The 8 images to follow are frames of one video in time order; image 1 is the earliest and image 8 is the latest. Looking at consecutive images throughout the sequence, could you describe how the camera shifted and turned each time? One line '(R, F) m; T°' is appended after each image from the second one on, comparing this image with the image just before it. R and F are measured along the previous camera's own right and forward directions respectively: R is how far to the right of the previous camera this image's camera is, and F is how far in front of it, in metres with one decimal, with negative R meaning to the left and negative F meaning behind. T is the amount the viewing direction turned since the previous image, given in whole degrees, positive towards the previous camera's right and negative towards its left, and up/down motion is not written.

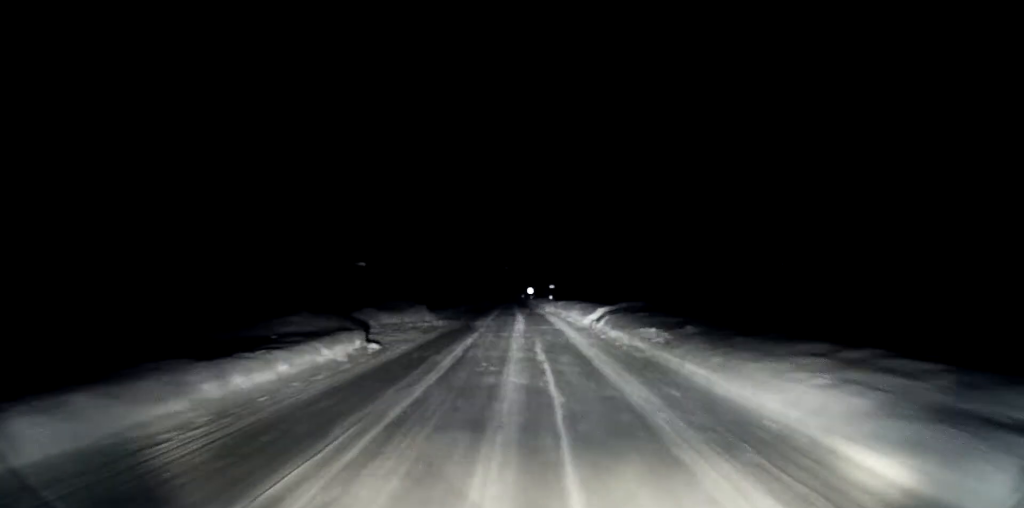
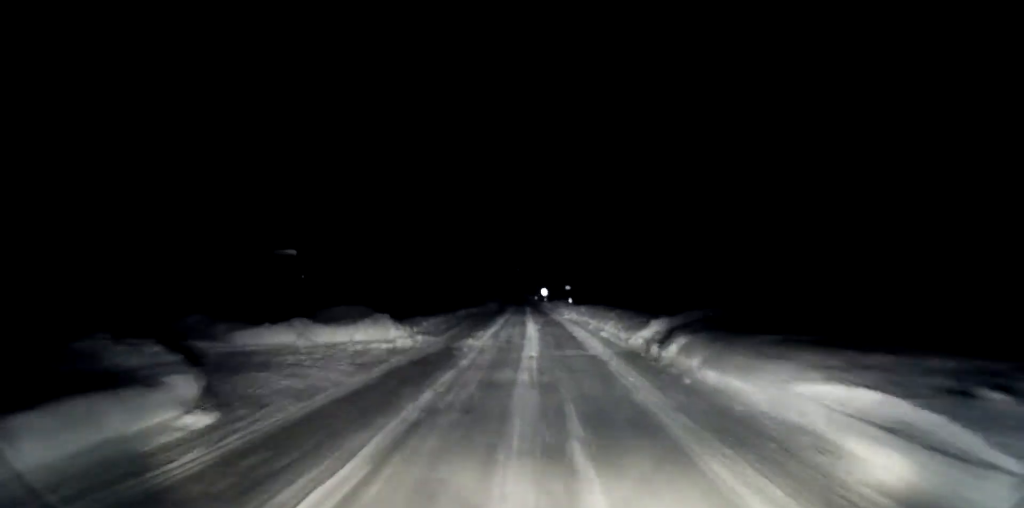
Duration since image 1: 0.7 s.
(-0.1, +9.1) m; -1°
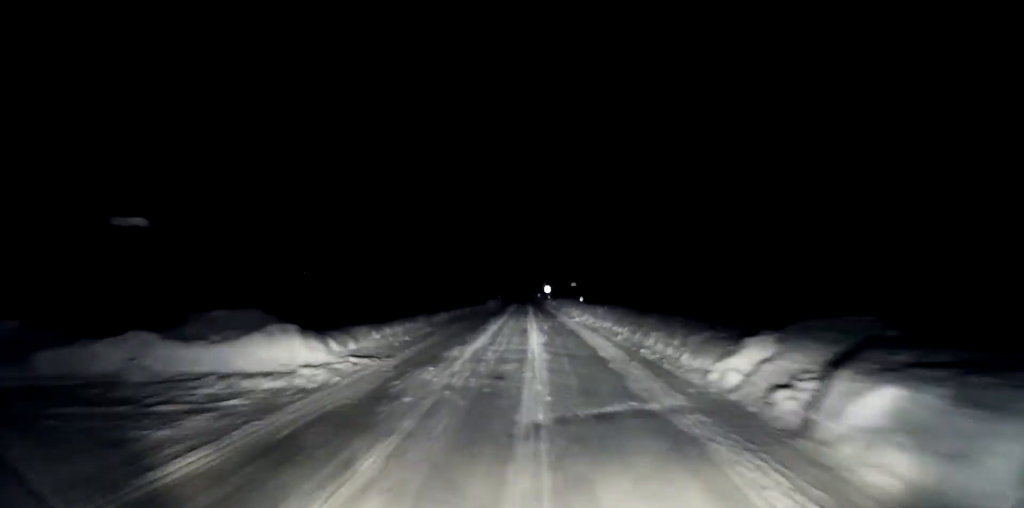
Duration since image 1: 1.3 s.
(0.0, +7.3) m; -1°
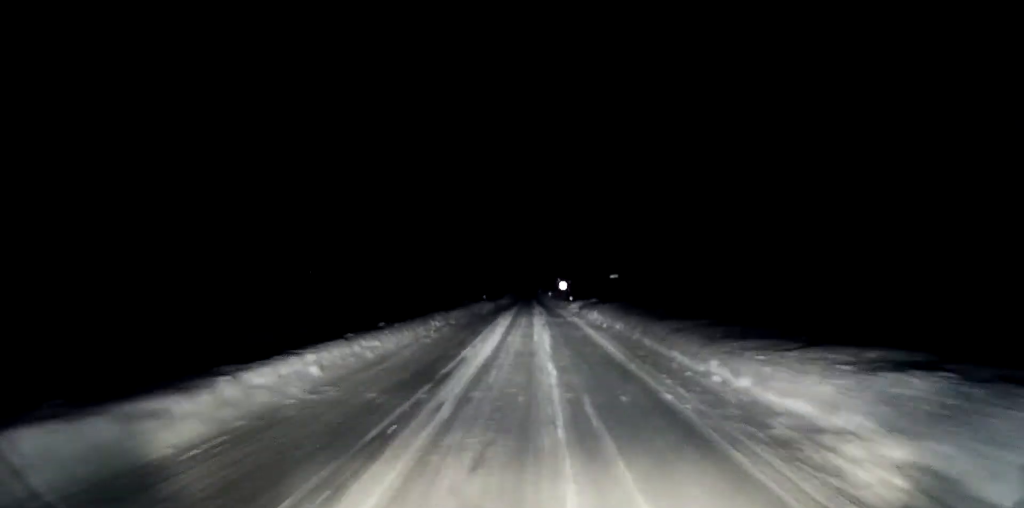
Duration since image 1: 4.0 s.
(-1.3, +35.4) m; -3°
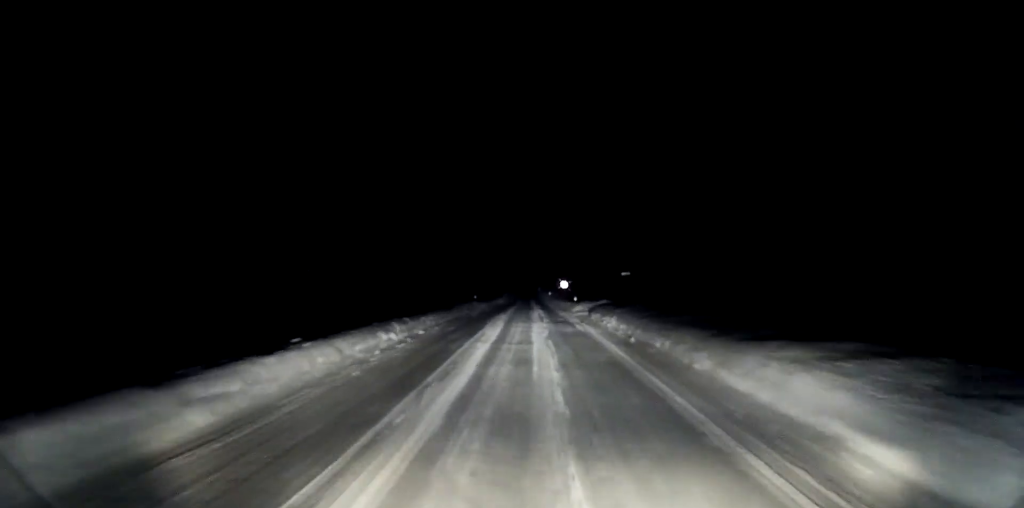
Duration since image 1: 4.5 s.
(0.0, +7.0) m; 0°
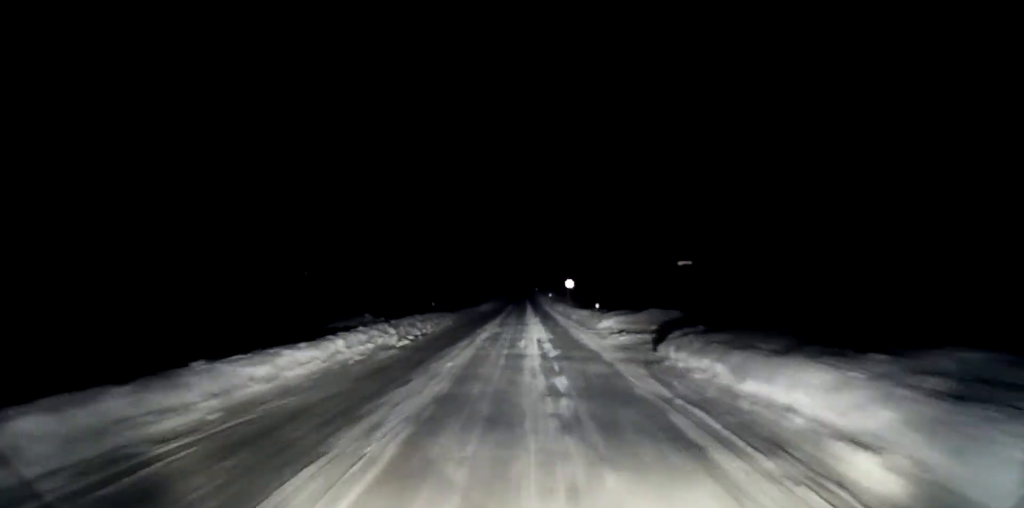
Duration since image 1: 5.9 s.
(+0.2, +17.7) m; +2°
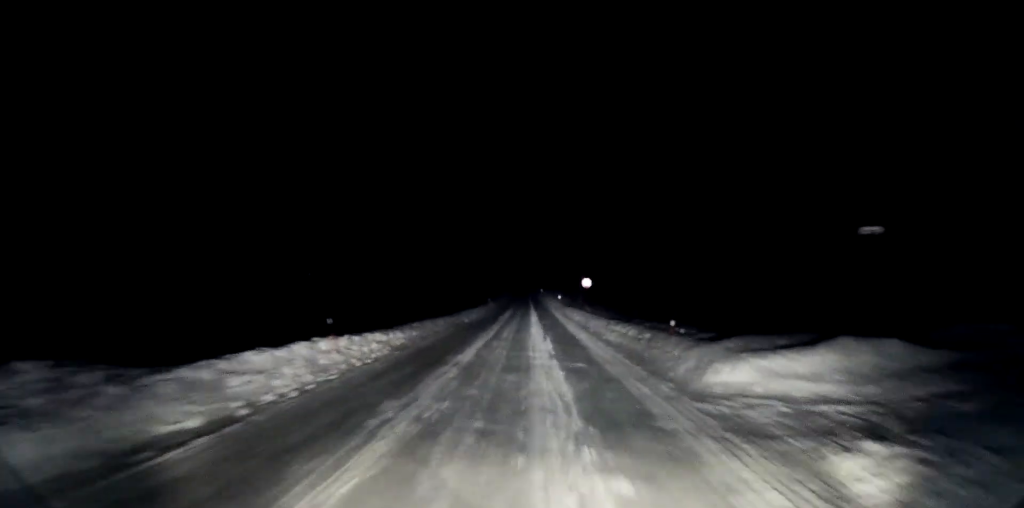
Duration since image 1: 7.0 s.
(+0.2, +14.6) m; 0°
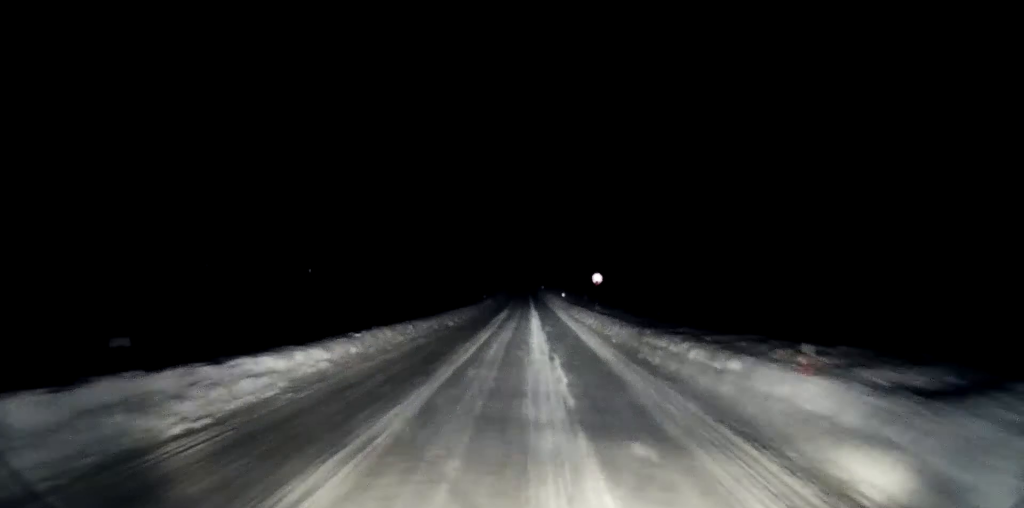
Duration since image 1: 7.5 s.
(0.0, +7.1) m; -1°
